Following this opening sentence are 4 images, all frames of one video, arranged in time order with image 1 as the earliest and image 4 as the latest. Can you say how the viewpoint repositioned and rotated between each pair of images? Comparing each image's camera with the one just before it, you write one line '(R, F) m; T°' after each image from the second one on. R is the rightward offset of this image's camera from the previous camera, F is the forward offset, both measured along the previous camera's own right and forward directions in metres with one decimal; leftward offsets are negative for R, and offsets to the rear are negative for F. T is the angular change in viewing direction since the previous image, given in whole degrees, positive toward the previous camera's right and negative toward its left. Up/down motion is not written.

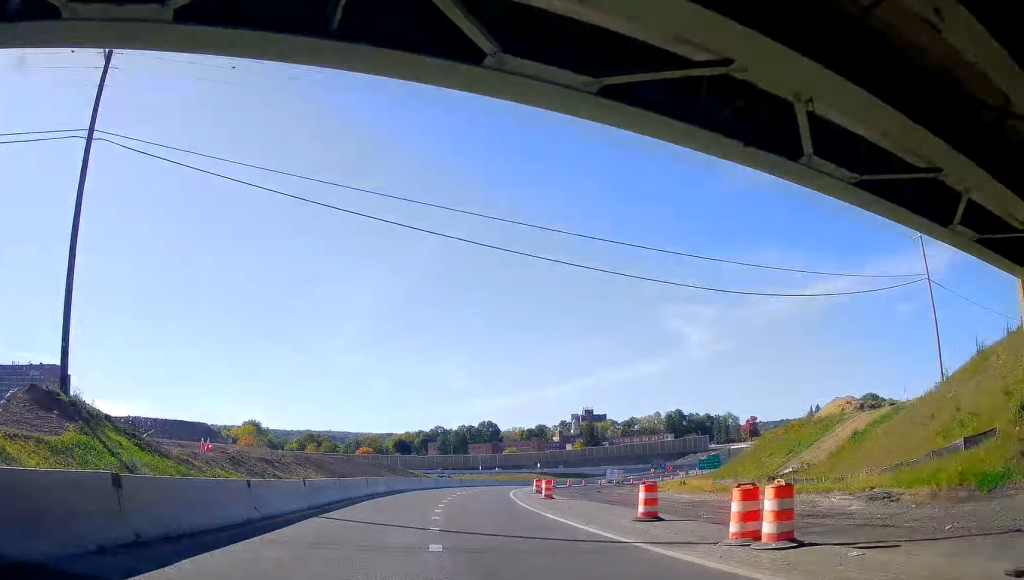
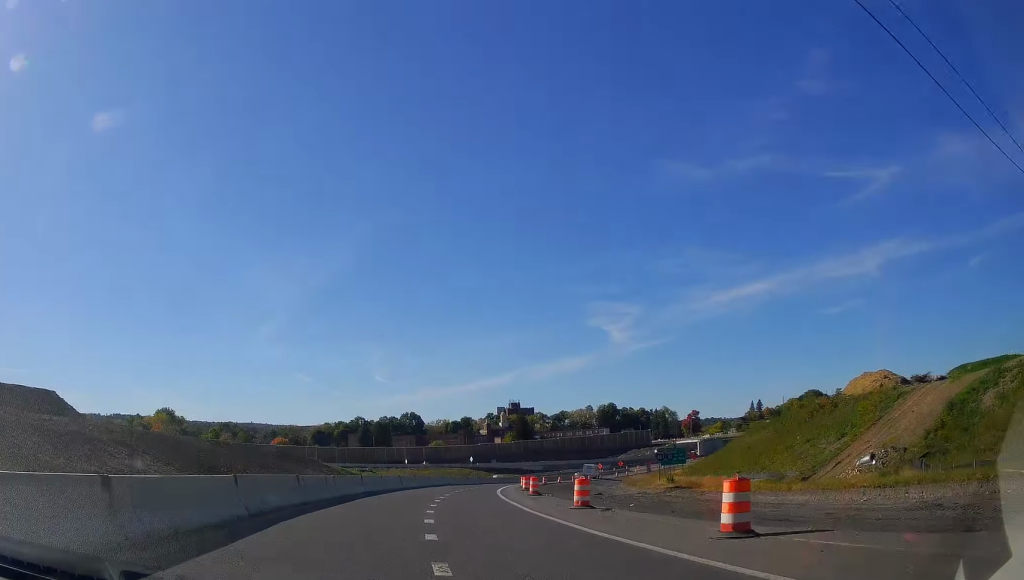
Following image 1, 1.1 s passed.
(+1.0, +25.8) m; +4°
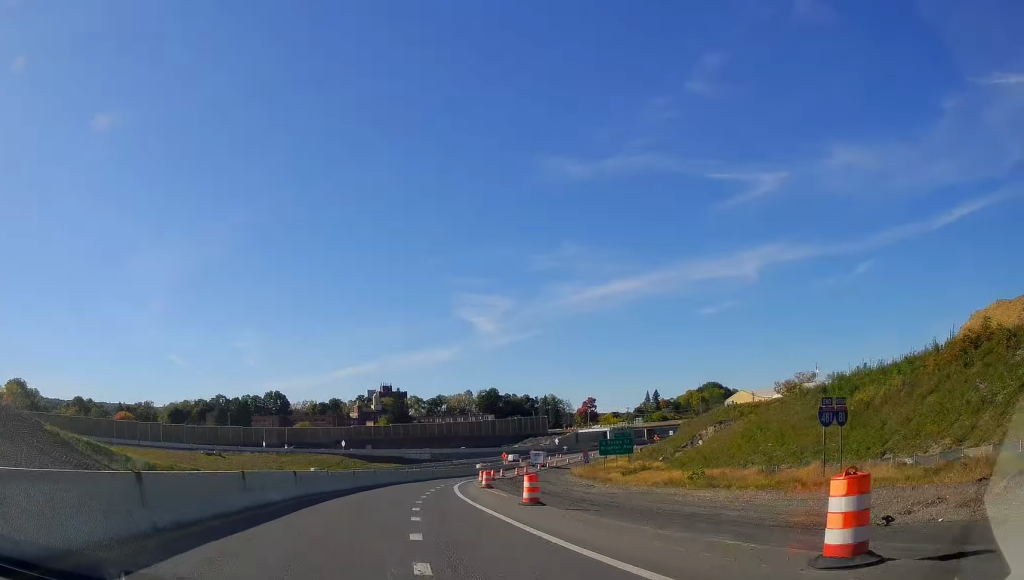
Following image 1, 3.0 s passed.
(+3.3, +39.9) m; +12°
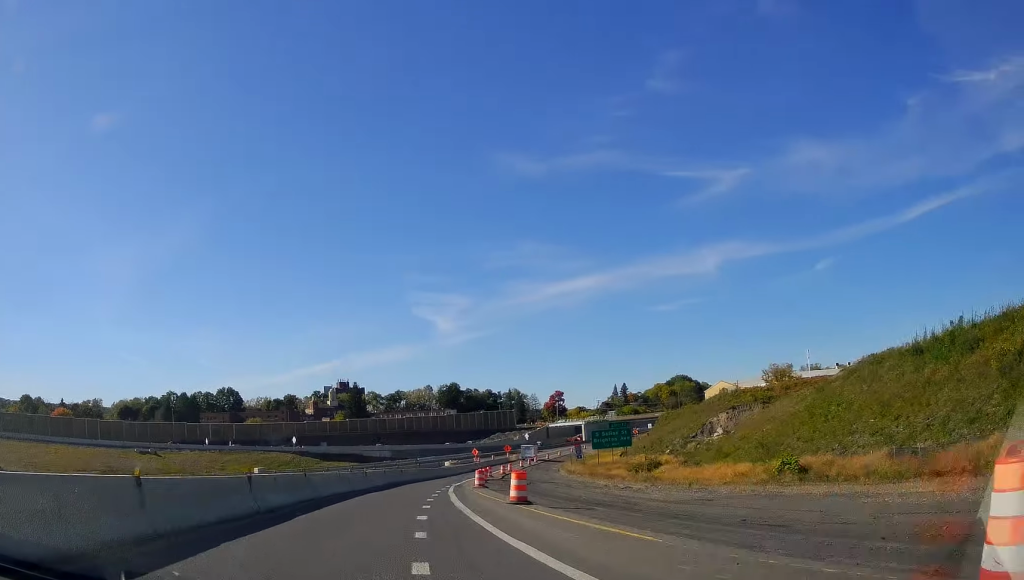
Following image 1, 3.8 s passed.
(+1.0, +17.6) m; +7°
